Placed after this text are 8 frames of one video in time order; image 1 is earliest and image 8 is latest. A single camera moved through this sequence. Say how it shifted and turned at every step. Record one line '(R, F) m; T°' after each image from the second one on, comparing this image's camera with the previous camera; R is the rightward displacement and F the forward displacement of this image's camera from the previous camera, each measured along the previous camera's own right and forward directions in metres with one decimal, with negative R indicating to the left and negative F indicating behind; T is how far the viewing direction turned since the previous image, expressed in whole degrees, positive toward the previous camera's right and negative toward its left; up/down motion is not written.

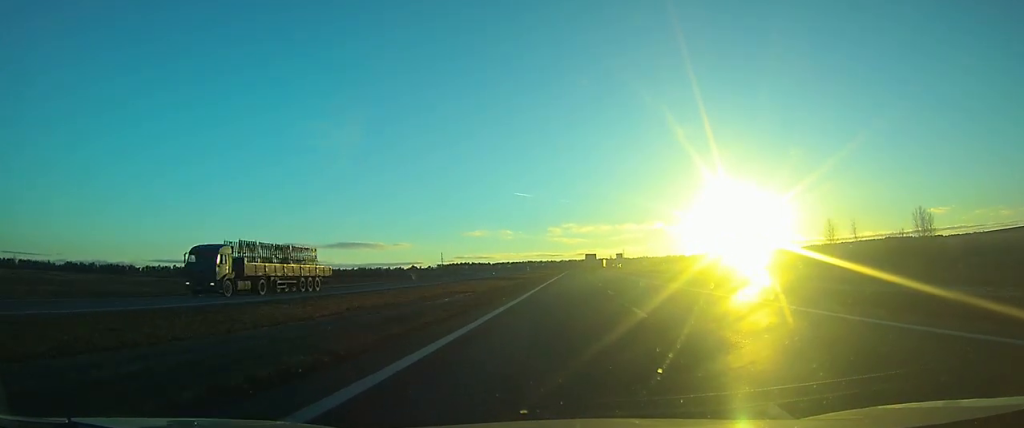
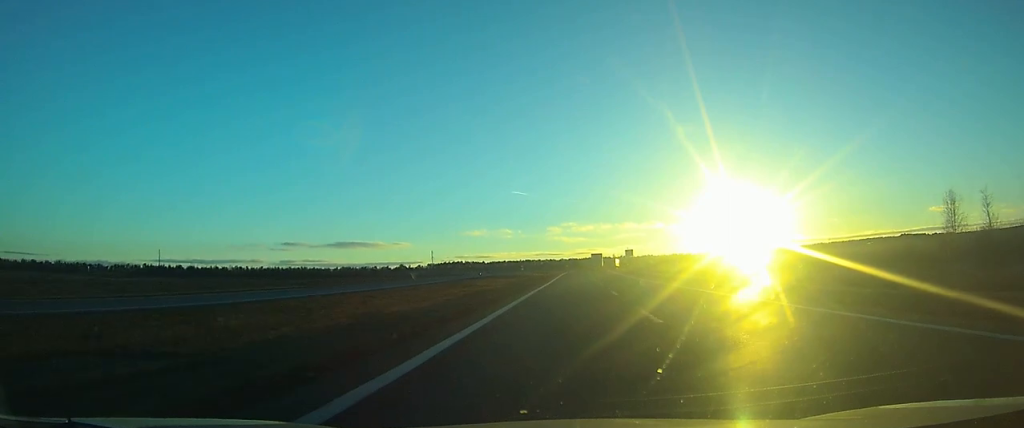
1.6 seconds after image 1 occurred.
(+0.2, +36.9) m; 0°
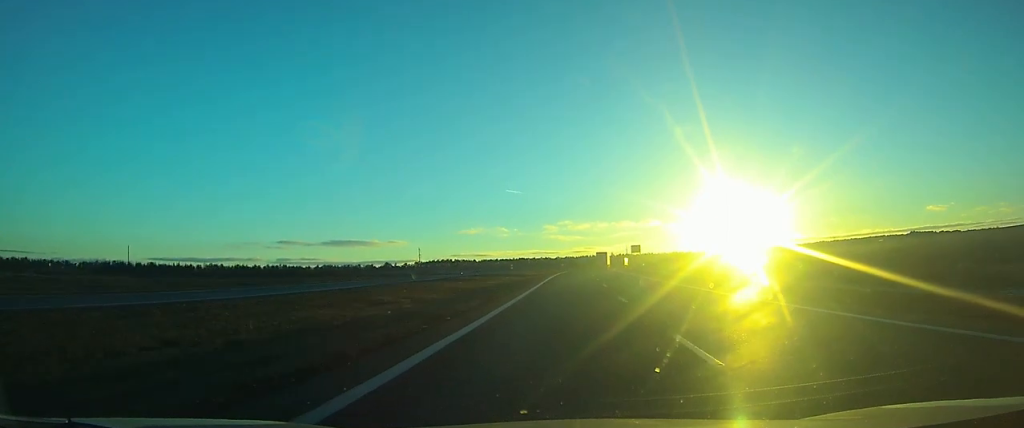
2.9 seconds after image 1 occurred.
(-0.1, +27.7) m; 0°
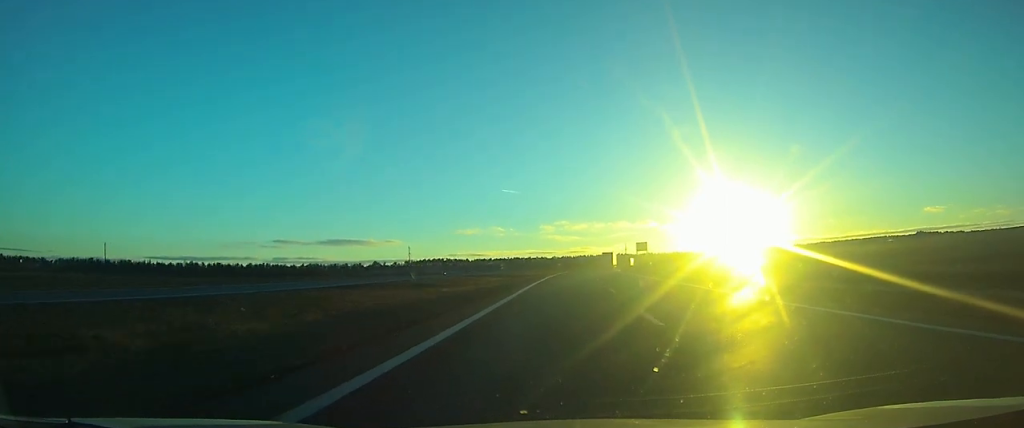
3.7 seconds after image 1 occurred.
(-0.1, +18.8) m; 0°
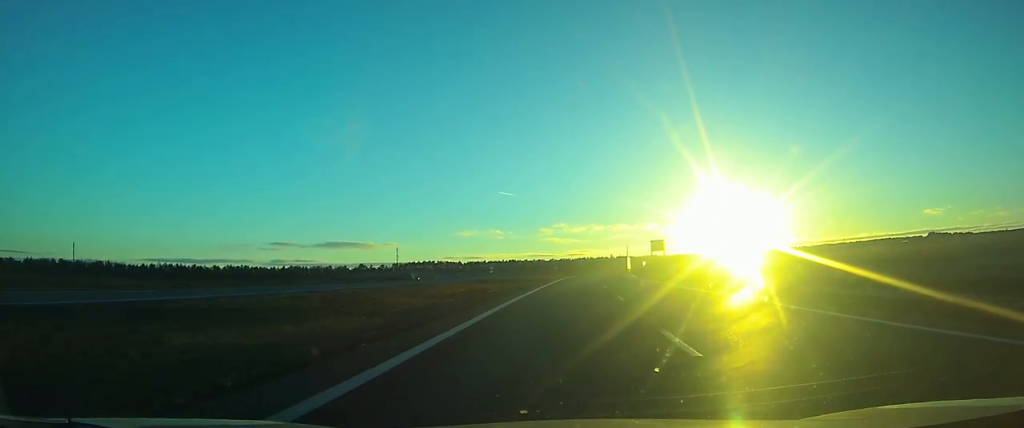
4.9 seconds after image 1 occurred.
(+0.3, +25.4) m; +1°
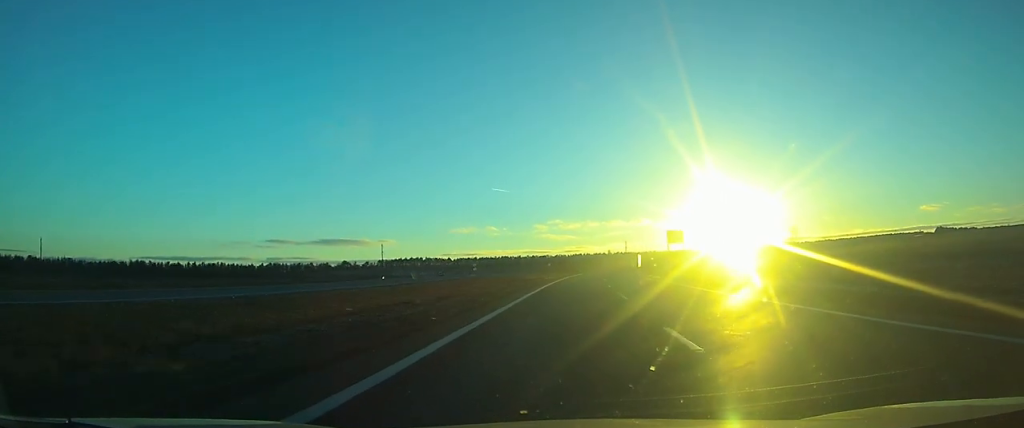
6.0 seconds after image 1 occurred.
(+0.1, +23.1) m; +1°
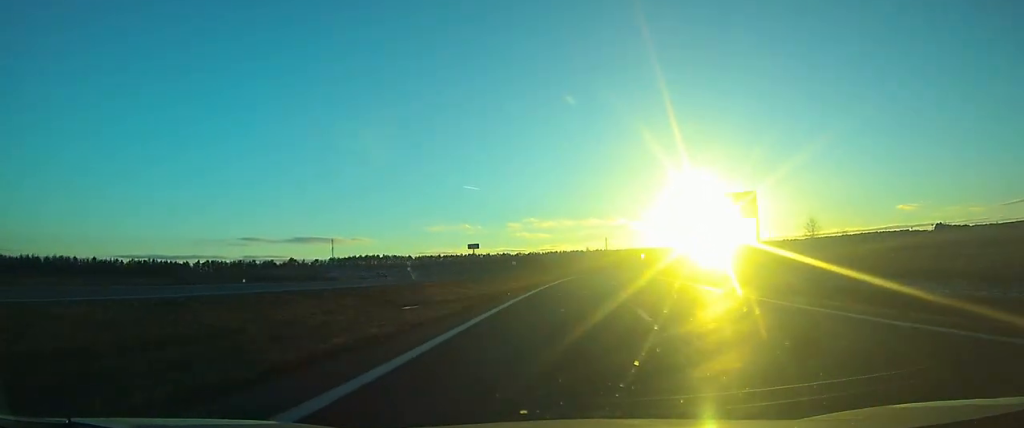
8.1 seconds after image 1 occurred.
(+0.5, +45.8) m; +2°
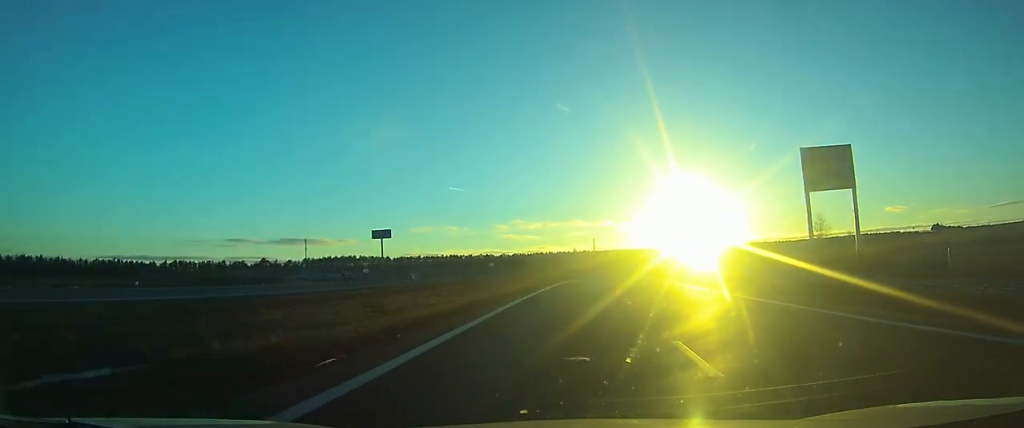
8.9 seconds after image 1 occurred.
(+0.2, +18.9) m; +1°
